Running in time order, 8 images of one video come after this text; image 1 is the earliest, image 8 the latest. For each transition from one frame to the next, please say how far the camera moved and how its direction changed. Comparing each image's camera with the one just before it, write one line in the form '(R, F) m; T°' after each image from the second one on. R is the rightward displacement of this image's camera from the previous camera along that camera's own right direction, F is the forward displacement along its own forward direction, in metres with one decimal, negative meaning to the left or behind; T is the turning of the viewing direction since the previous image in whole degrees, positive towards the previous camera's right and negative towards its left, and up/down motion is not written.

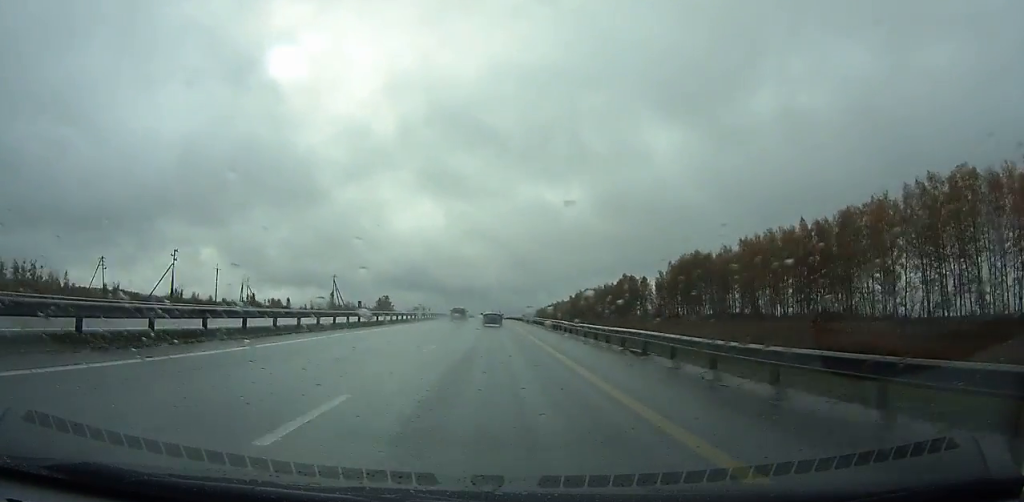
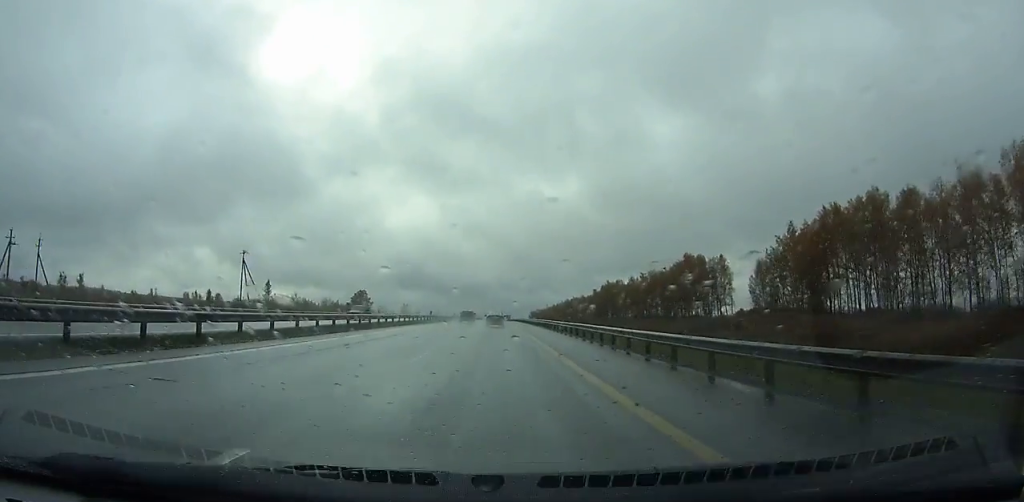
(+0.3, +87.6) m; 0°
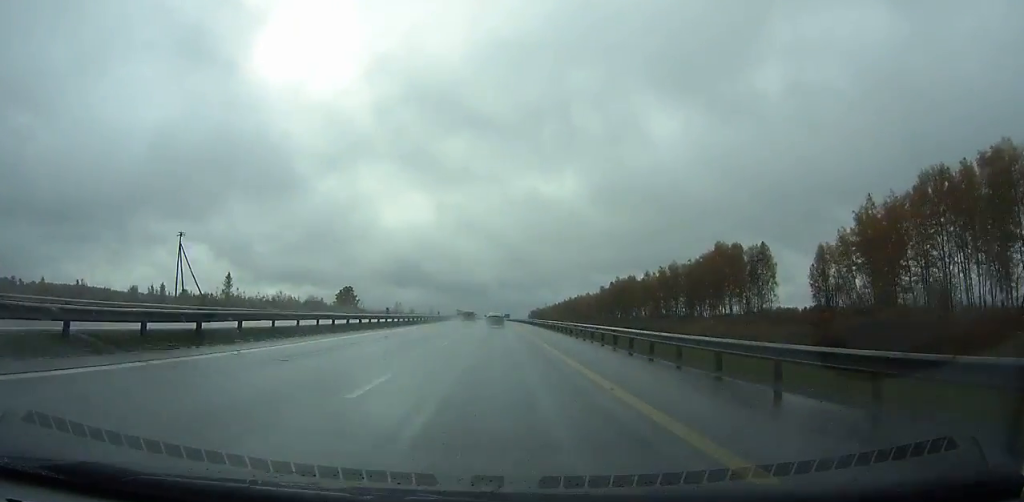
(0.0, +29.9) m; 0°
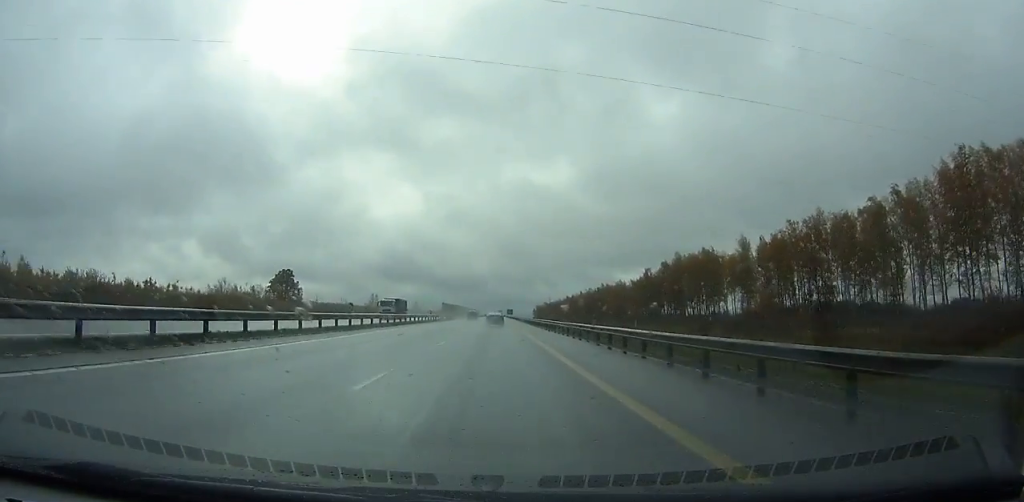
(+0.2, +95.0) m; 0°
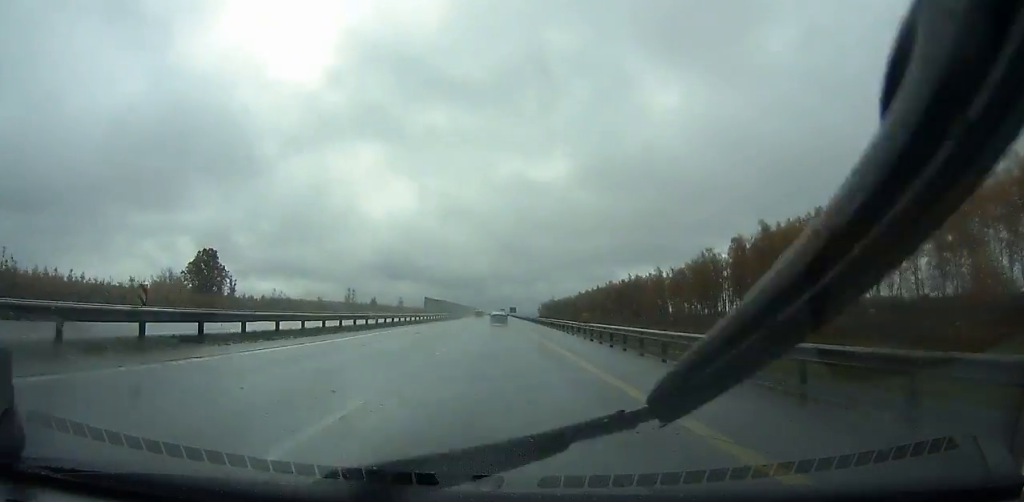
(-0.1, +63.3) m; 0°
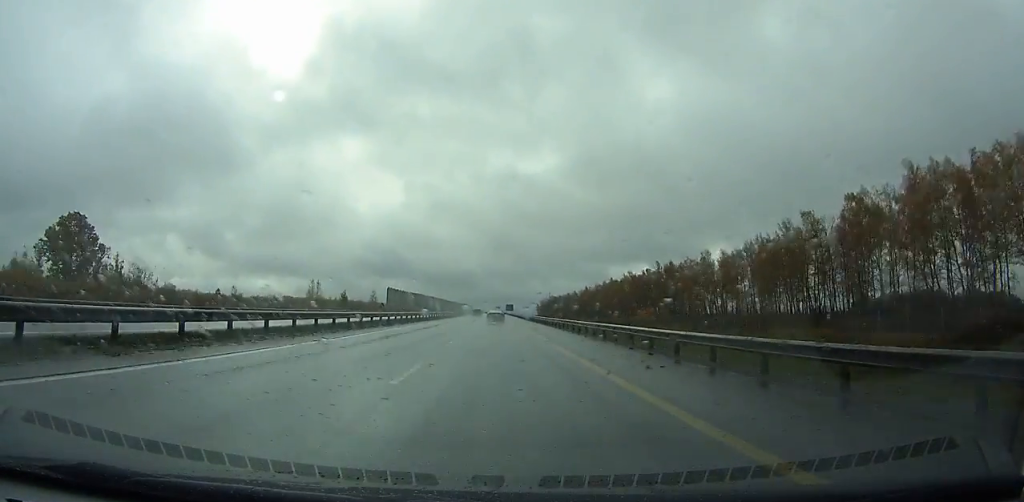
(-0.2, +53.5) m; 0°
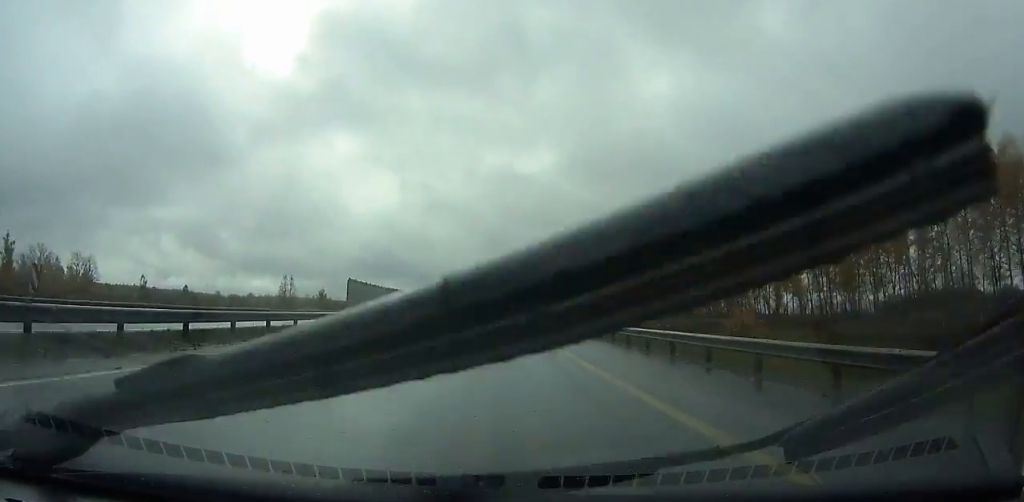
(0.0, +33.6) m; 0°
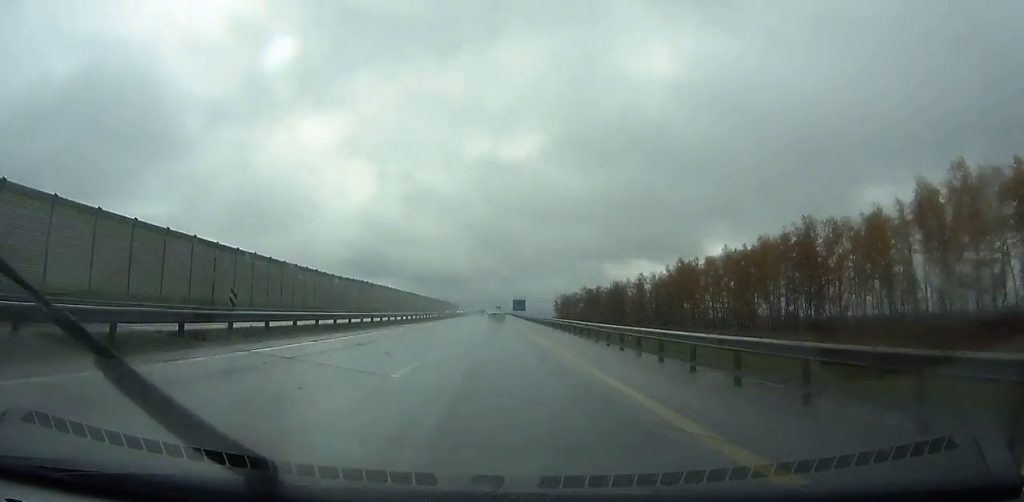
(+0.7, +160.0) m; 0°
